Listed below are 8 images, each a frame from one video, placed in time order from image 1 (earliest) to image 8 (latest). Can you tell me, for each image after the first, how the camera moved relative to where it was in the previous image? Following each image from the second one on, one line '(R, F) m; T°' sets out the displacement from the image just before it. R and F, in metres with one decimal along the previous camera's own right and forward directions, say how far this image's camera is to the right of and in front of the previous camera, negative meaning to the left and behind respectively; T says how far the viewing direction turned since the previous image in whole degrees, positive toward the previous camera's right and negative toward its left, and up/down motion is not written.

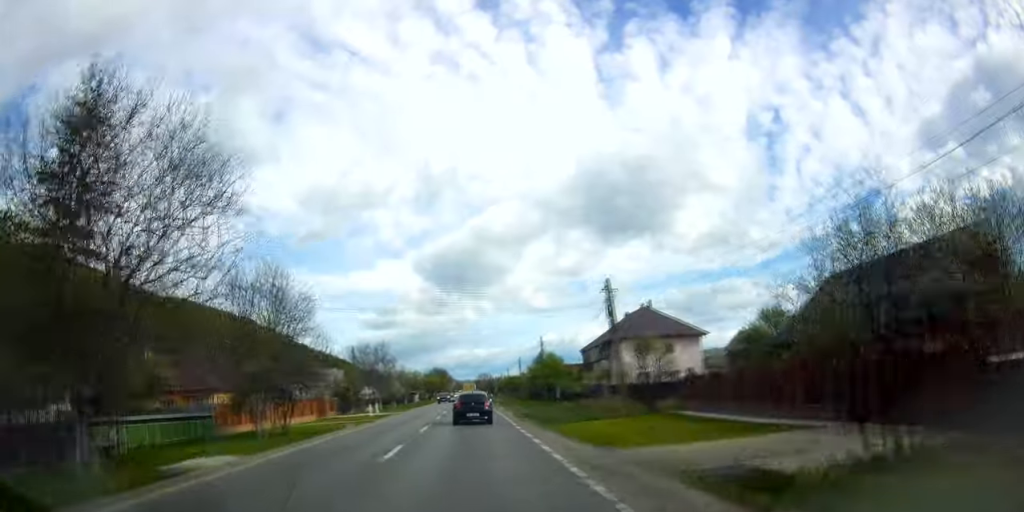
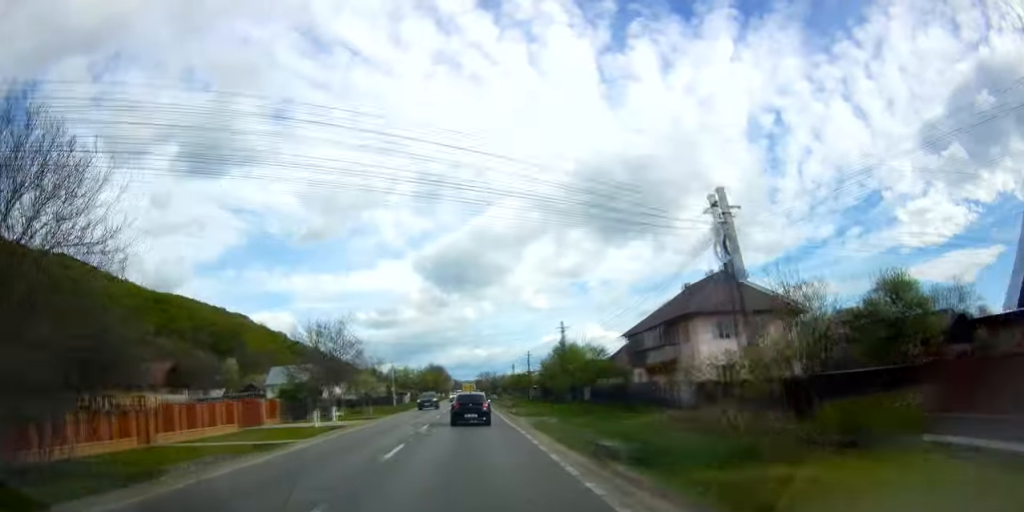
(0.0, +17.8) m; -1°
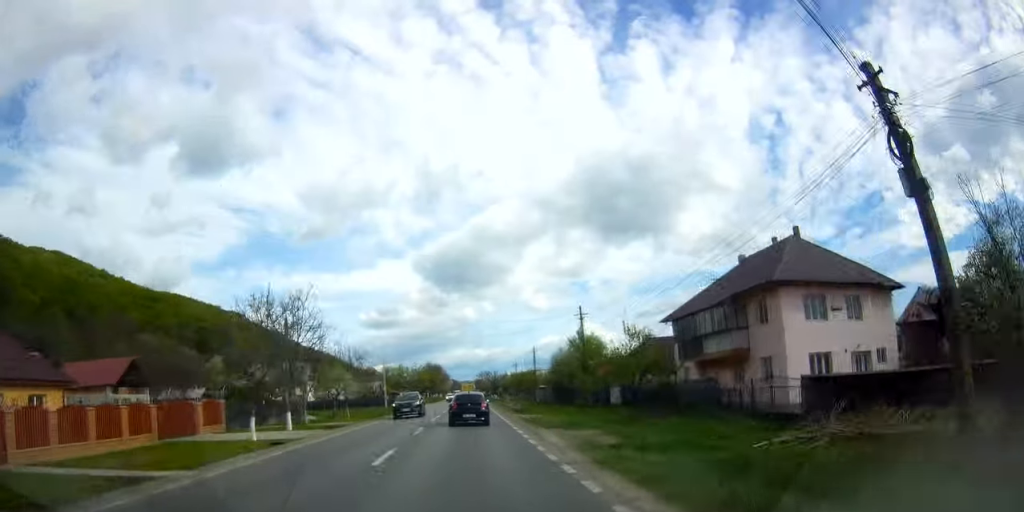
(-0.1, +10.2) m; 0°
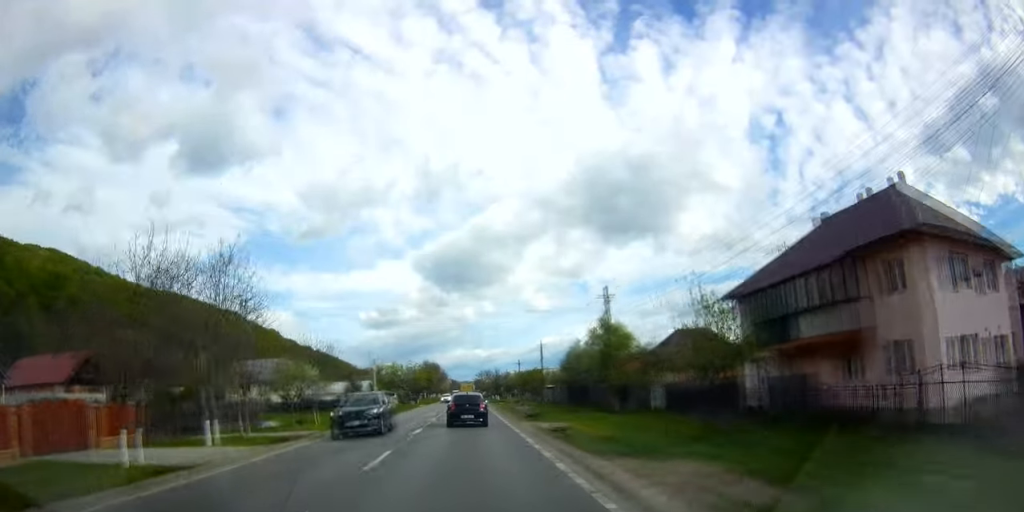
(-0.1, +9.5) m; 0°
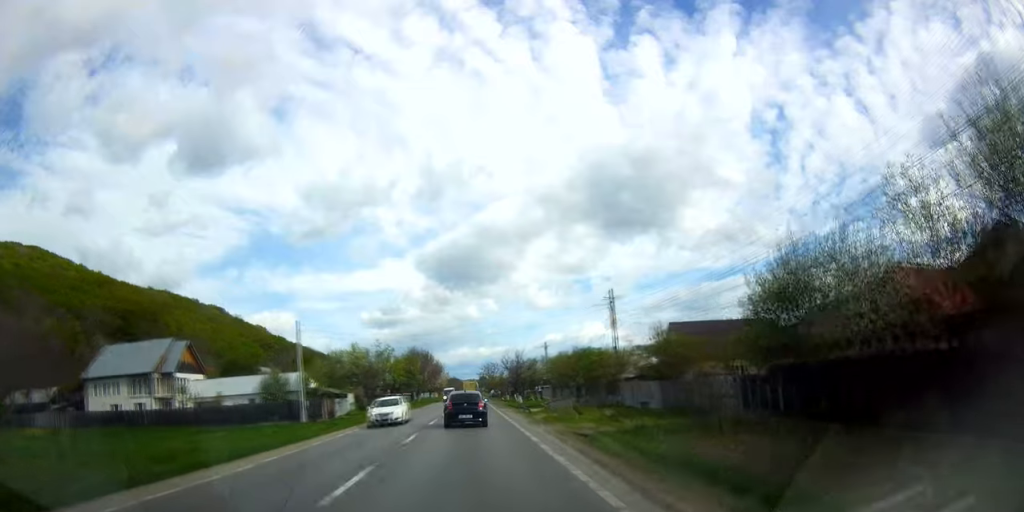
(+0.5, +40.4) m; +1°
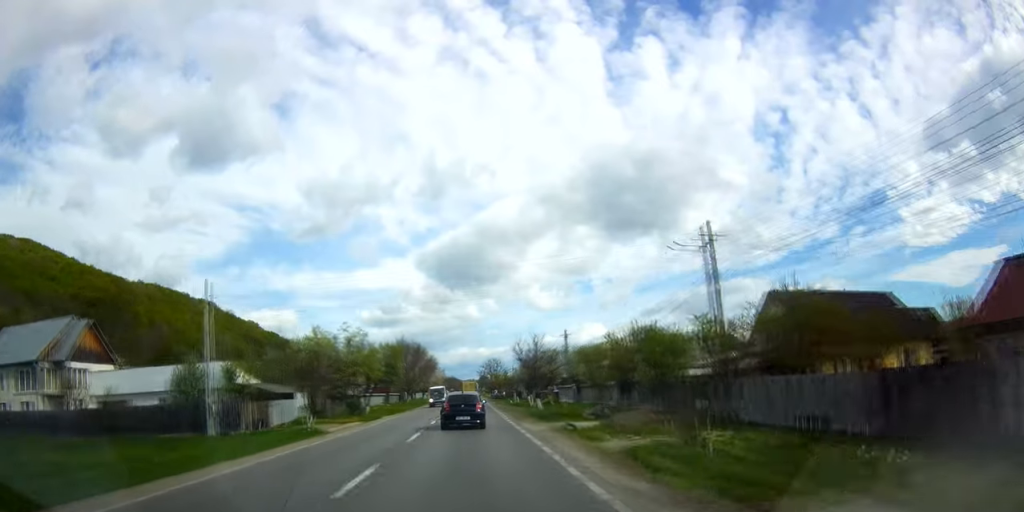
(+0.1, +18.2) m; 0°
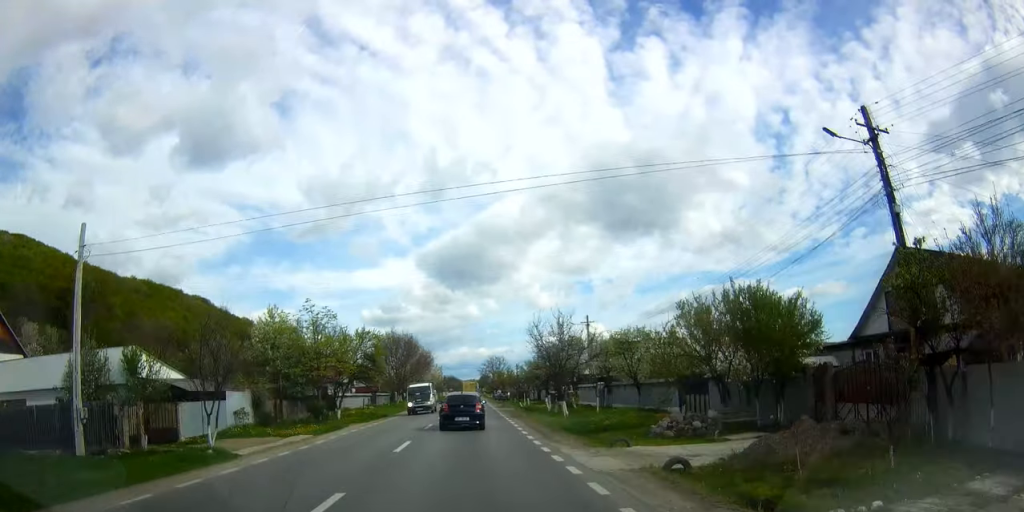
(0.0, +12.5) m; 0°
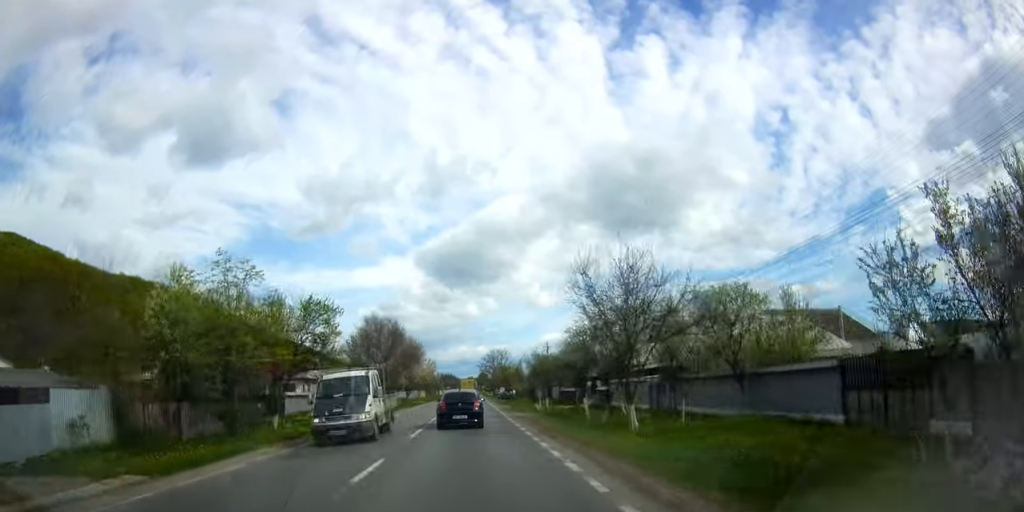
(0.0, +14.8) m; 0°
